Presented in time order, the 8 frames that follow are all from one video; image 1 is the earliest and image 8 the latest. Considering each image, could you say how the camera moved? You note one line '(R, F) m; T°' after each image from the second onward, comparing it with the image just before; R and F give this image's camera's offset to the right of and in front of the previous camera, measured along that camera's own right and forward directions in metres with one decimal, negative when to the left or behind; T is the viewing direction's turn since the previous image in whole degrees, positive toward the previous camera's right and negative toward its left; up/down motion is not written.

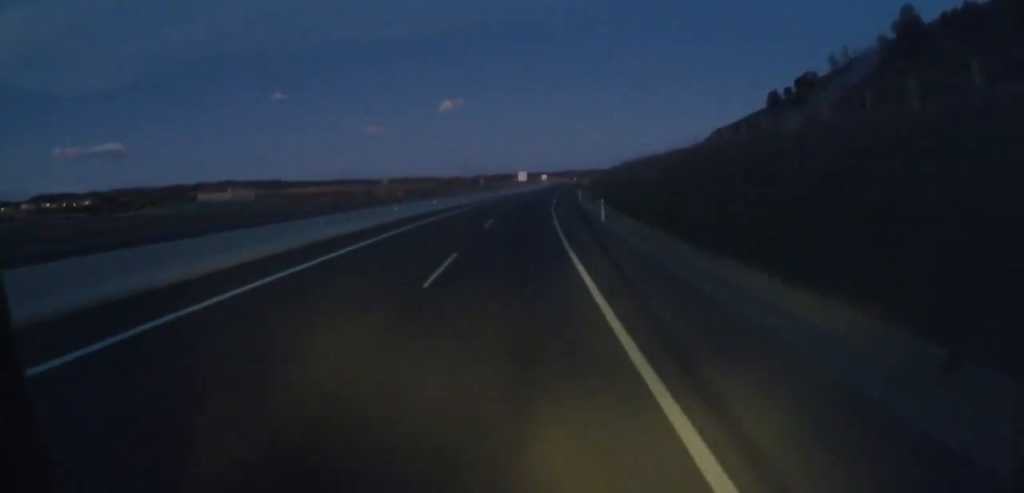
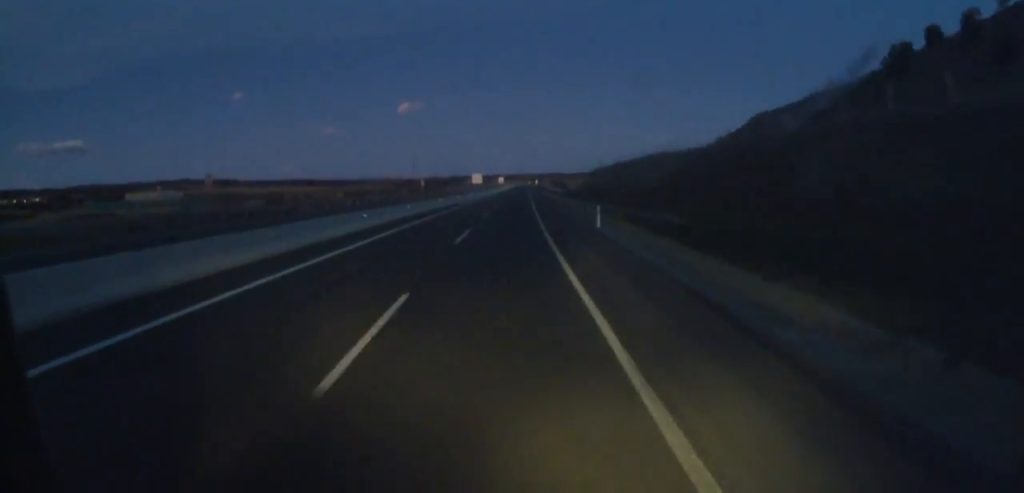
(+2.3, +41.9) m; +2°
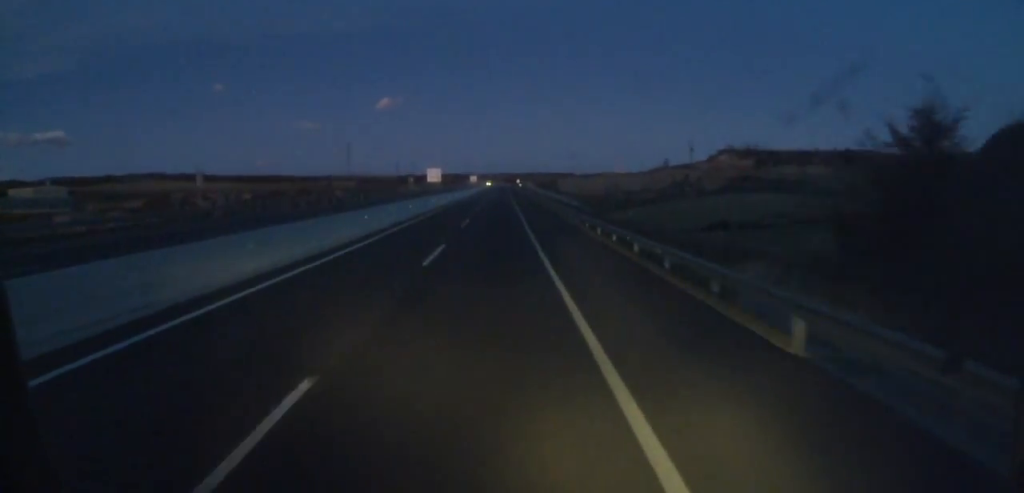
(+3.8, +93.0) m; +4°
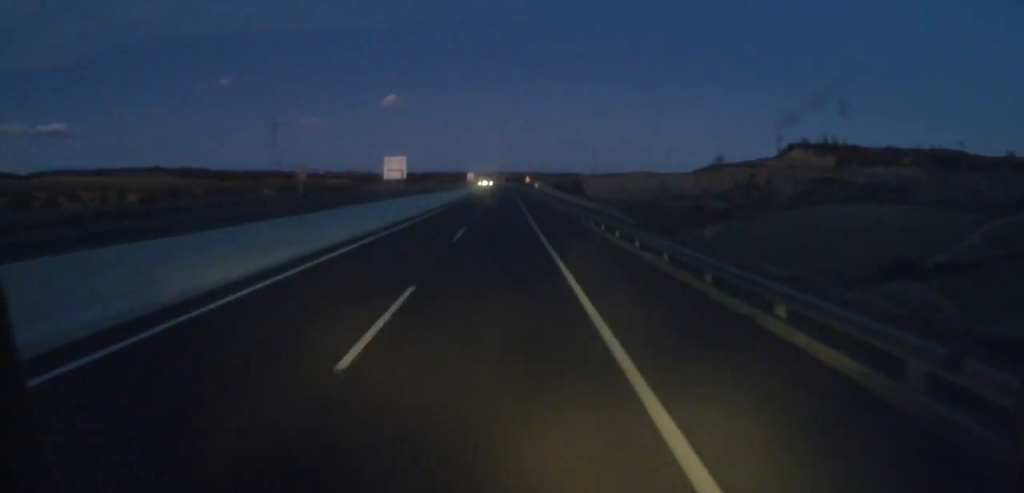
(+1.4, +79.3) m; +2°
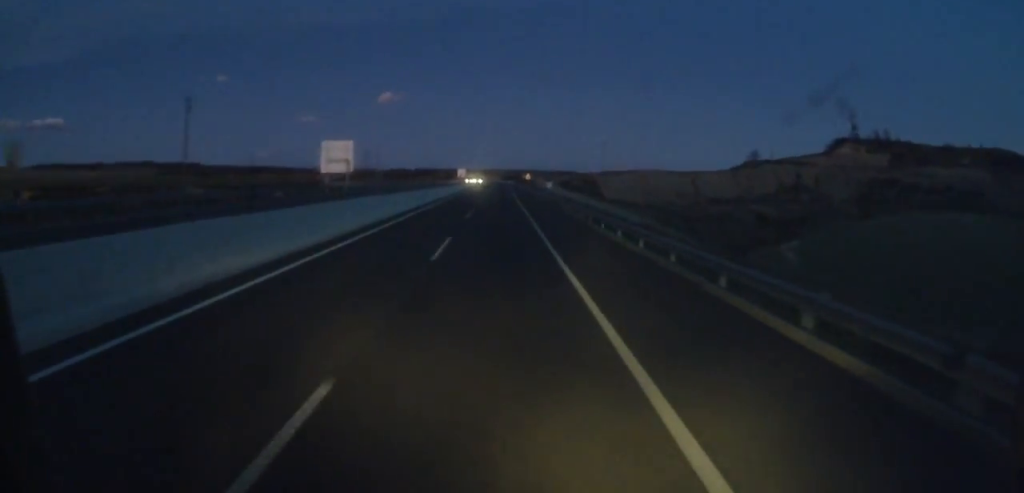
(+1.4, +40.8) m; 0°
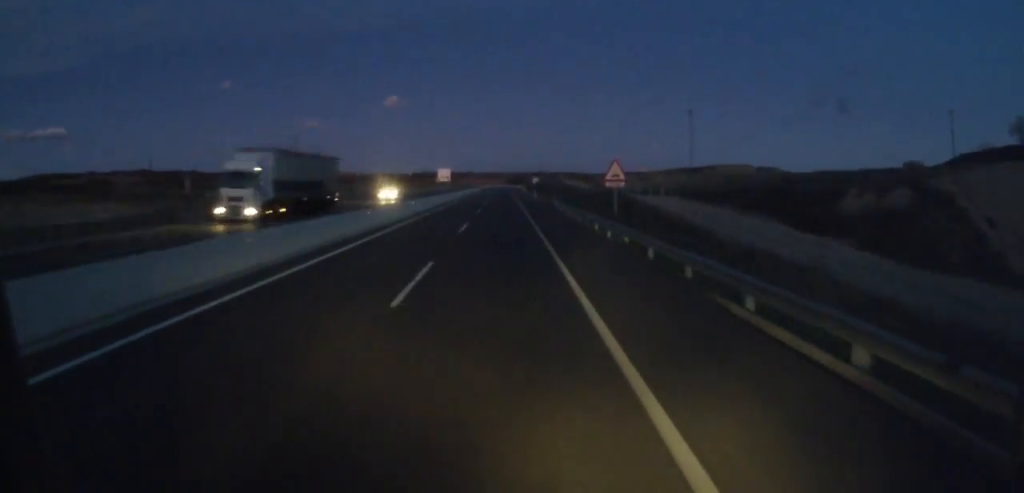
(-3.4, +122.9) m; -5°
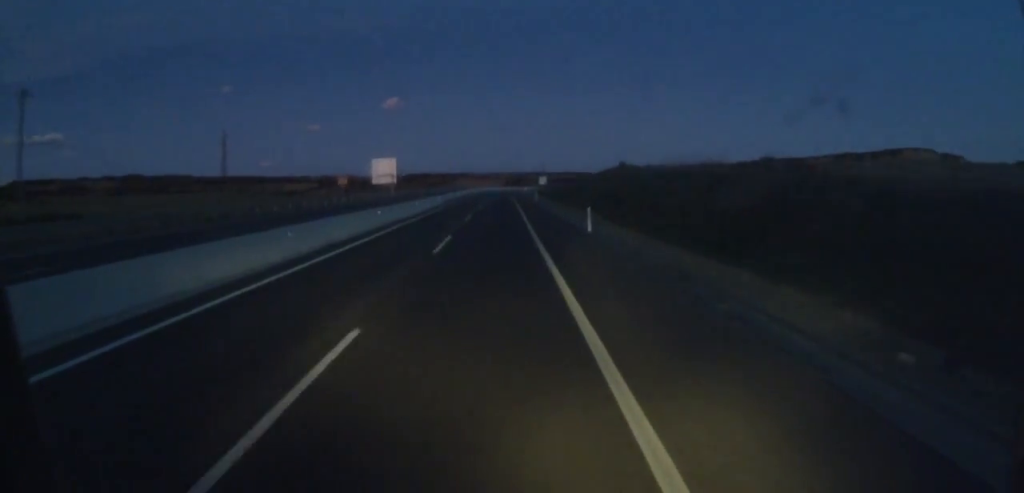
(-3.5, +105.2) m; -1°
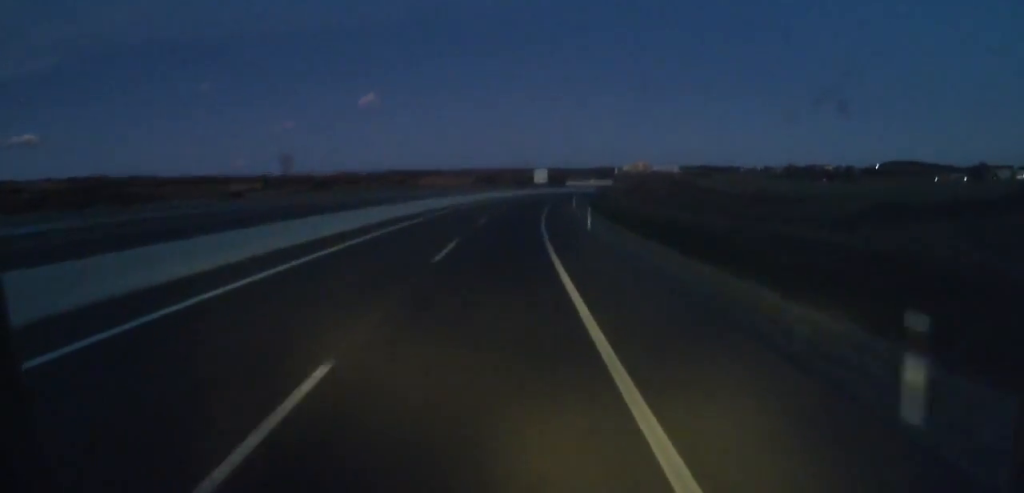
(+3.8, +148.3) m; +6°
